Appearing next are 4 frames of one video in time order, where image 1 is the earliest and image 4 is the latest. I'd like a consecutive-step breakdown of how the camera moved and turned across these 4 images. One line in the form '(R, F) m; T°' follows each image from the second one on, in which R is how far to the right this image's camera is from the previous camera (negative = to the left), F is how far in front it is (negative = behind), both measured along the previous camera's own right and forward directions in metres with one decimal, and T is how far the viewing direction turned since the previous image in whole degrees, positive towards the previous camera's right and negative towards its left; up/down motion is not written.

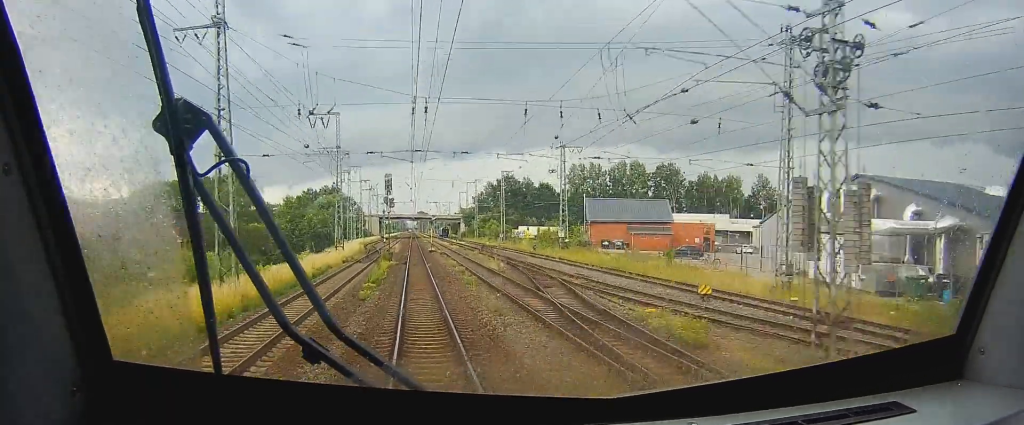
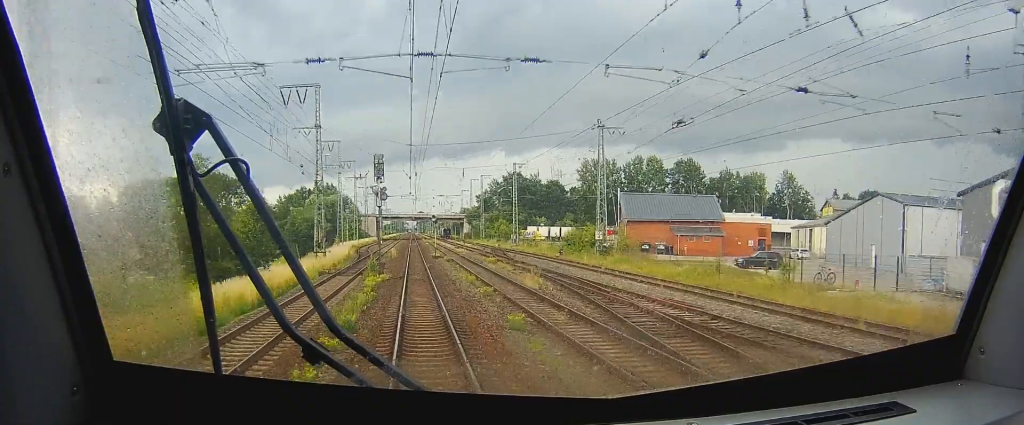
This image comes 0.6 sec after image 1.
(0.0, +17.5) m; 0°
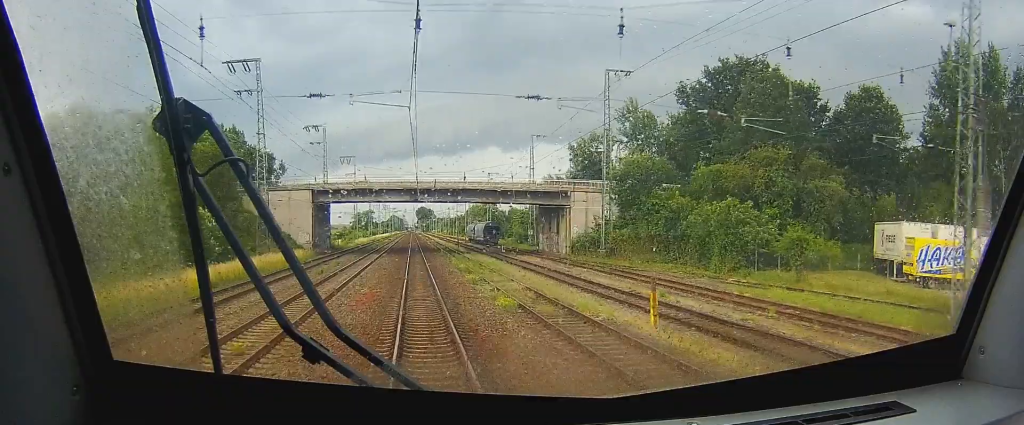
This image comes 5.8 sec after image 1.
(-0.1, +146.9) m; 0°
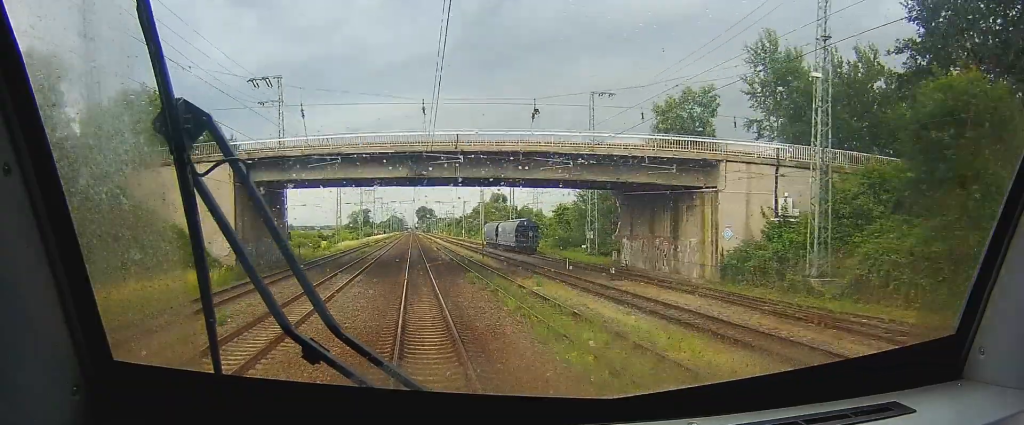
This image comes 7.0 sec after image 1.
(-0.1, +40.9) m; 0°
